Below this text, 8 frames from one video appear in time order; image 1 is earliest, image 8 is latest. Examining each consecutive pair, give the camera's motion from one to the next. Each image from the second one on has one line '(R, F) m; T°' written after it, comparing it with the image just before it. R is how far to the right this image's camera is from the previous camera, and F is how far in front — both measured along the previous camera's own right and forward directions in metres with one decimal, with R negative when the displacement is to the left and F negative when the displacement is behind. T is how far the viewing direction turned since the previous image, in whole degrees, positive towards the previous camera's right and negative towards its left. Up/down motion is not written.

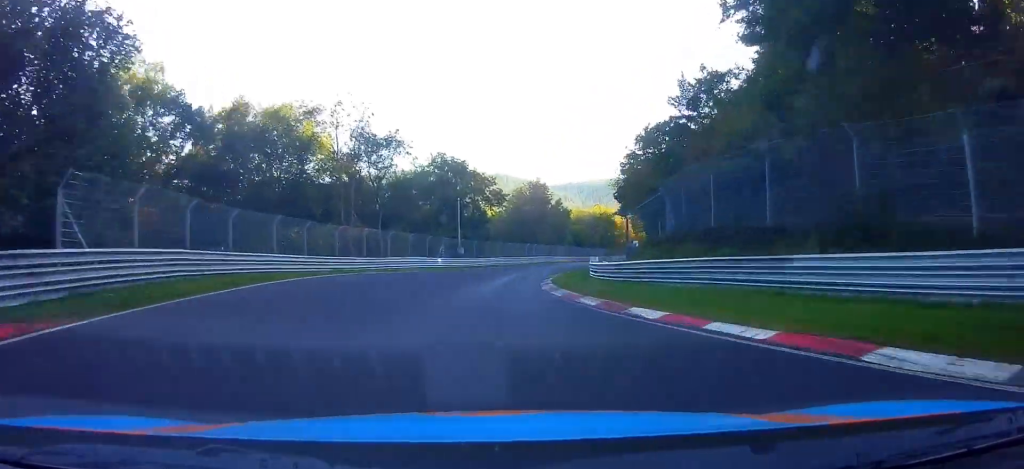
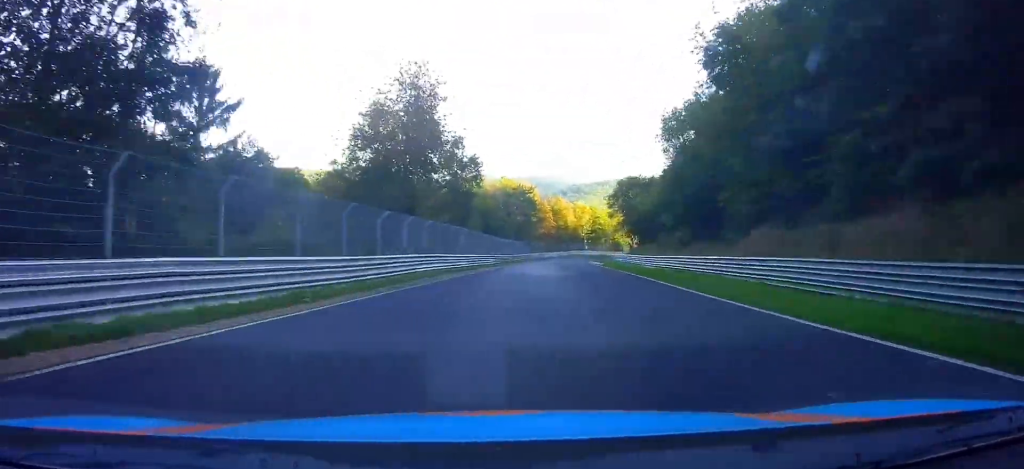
(-8.2, +56.5) m; -12°
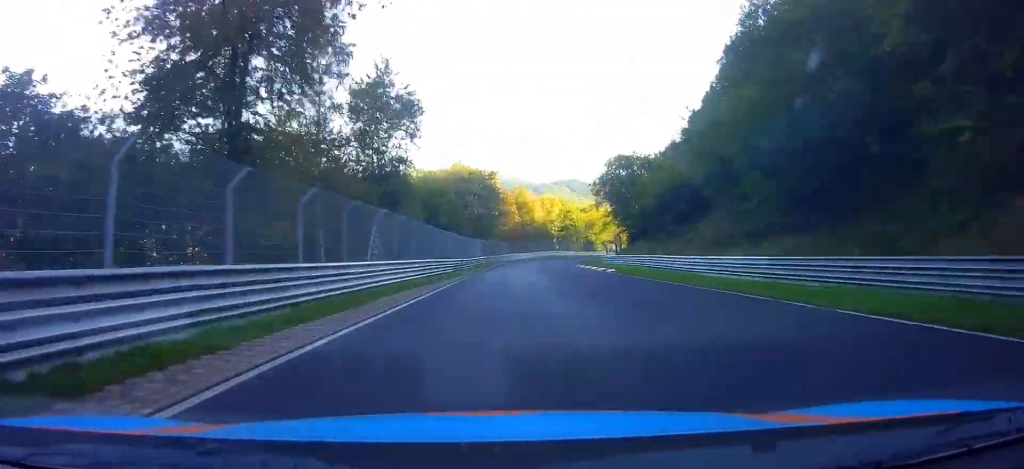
(+0.4, +20.7) m; 0°
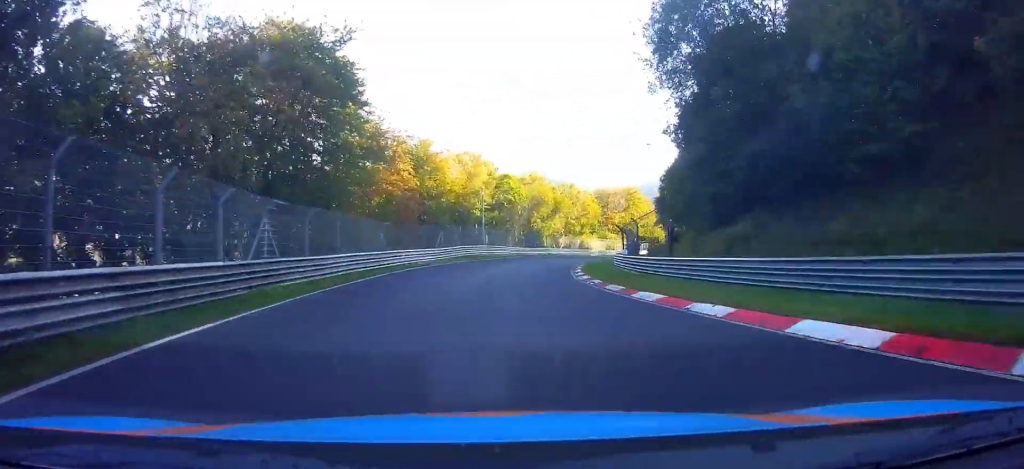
(0.0, +49.6) m; +3°
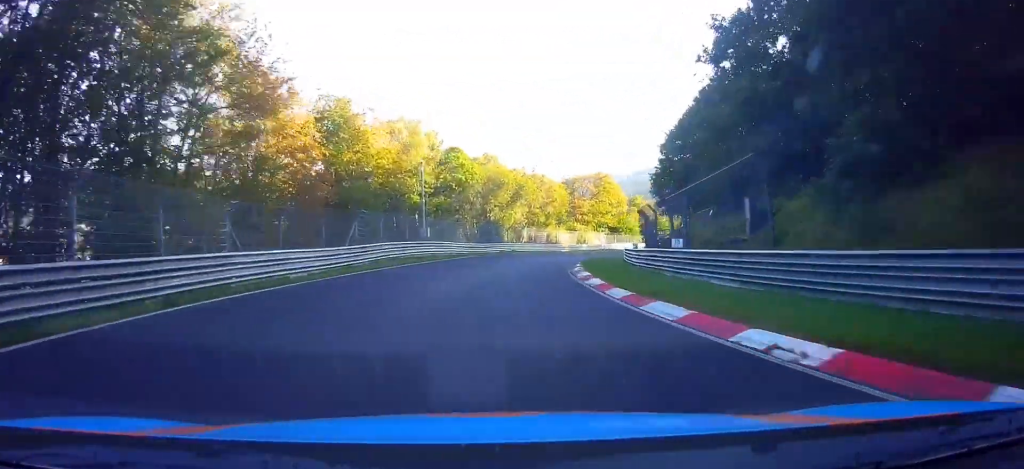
(+0.4, +16.8) m; +3°
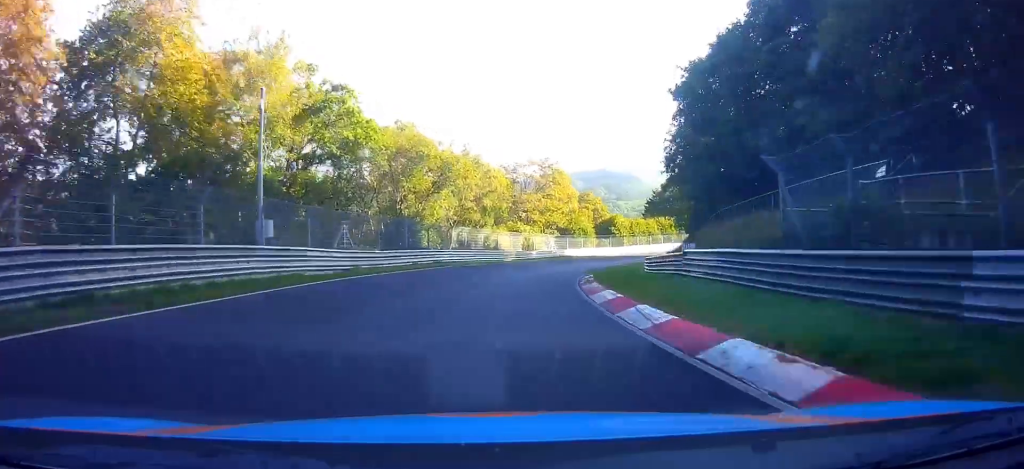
(+0.9, +21.7) m; +3°
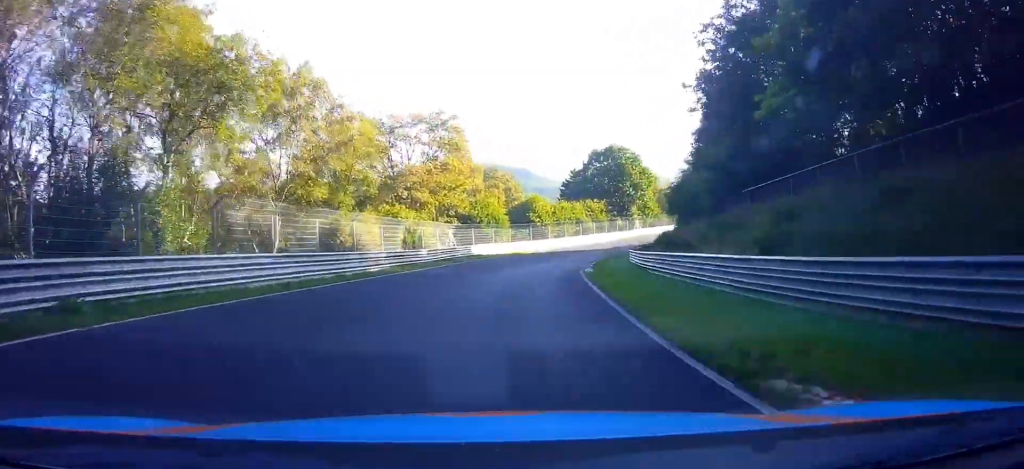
(+0.9, +25.8) m; +4°
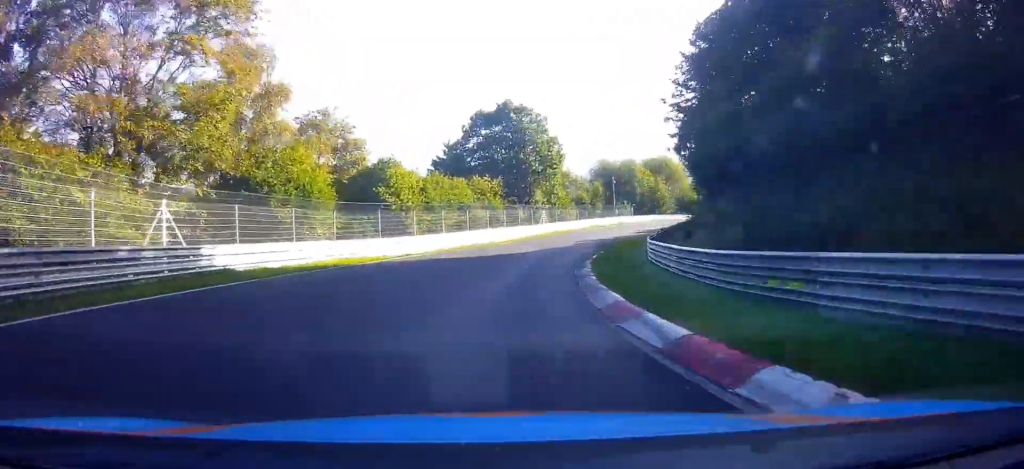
(+1.1, +28.1) m; +5°
